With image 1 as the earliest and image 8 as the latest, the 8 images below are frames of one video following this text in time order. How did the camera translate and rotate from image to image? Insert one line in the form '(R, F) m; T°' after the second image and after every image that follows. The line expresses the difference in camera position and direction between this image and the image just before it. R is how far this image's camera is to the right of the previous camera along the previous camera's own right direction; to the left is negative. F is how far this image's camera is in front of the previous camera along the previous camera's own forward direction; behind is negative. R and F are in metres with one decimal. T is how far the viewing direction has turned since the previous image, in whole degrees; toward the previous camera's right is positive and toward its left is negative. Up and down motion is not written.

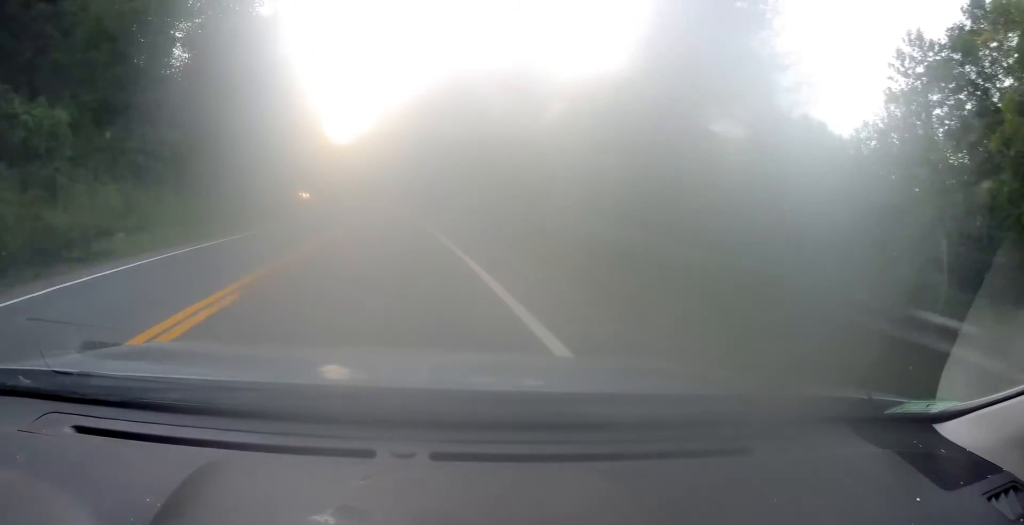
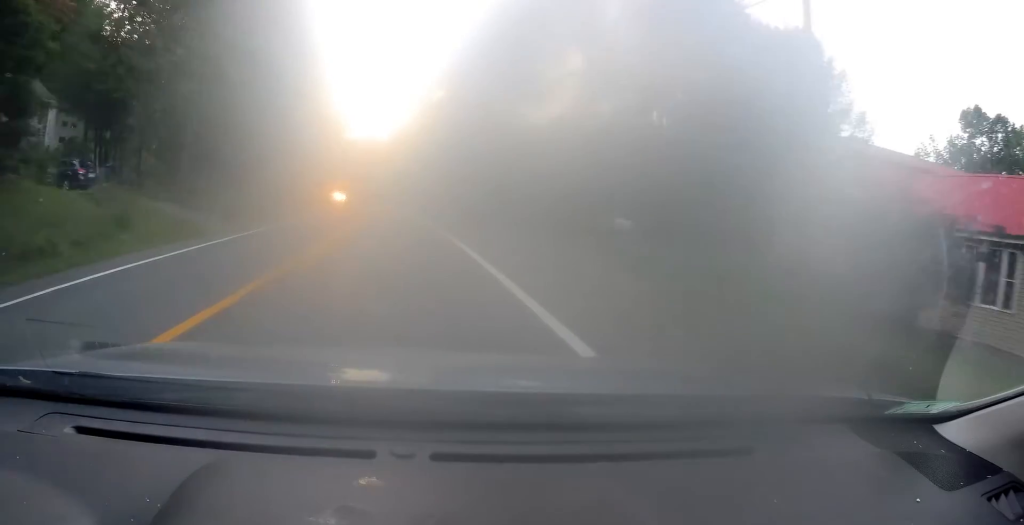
(-0.9, +30.5) m; -4°
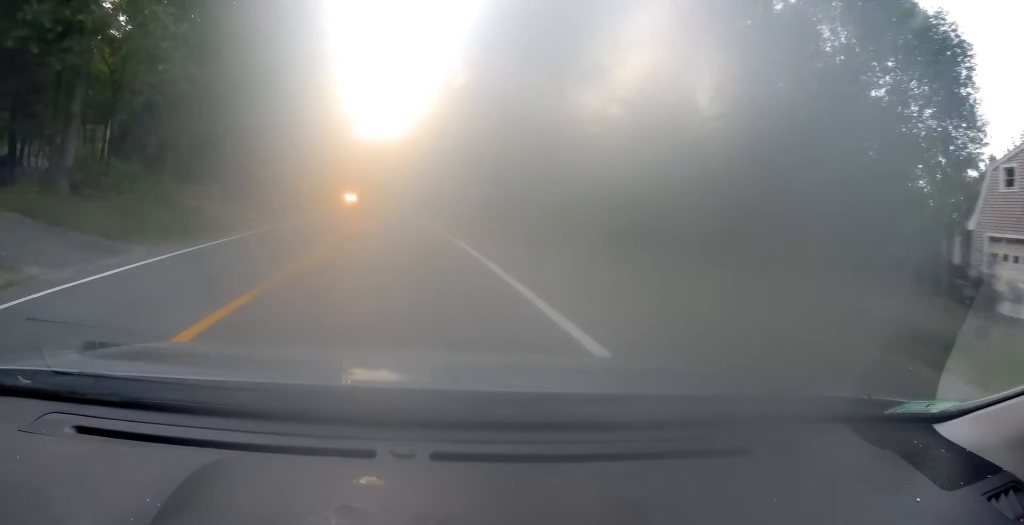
(-0.4, +11.3) m; -1°
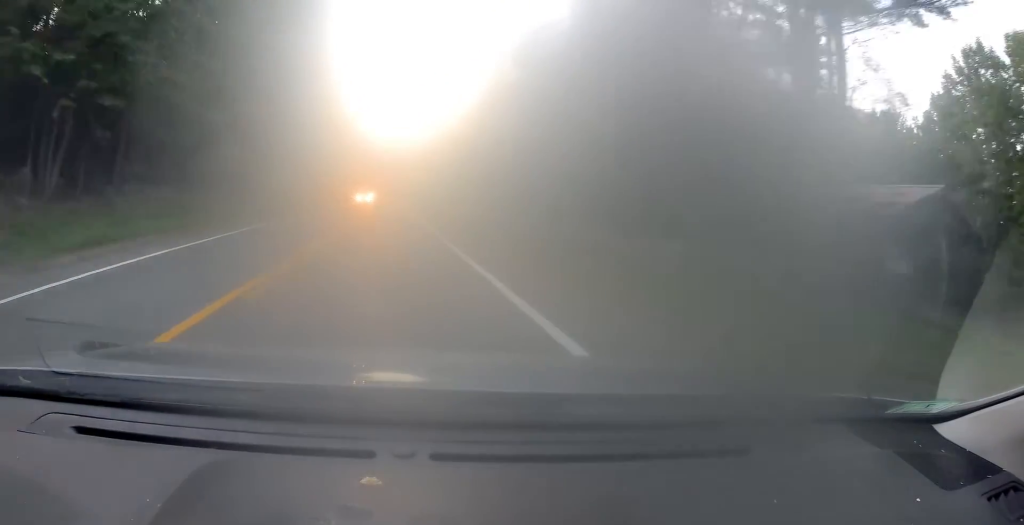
(-0.8, +29.2) m; -2°
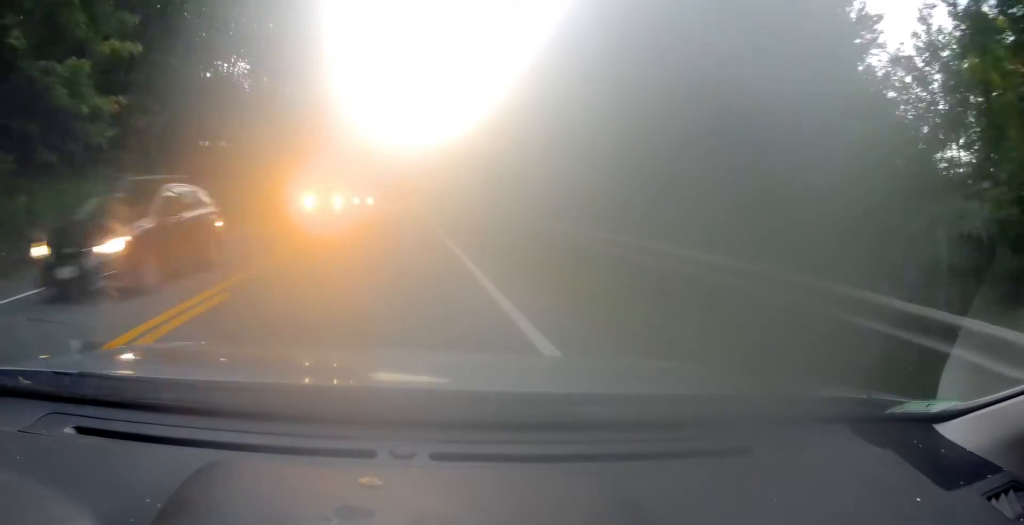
(-0.6, +38.1) m; -2°
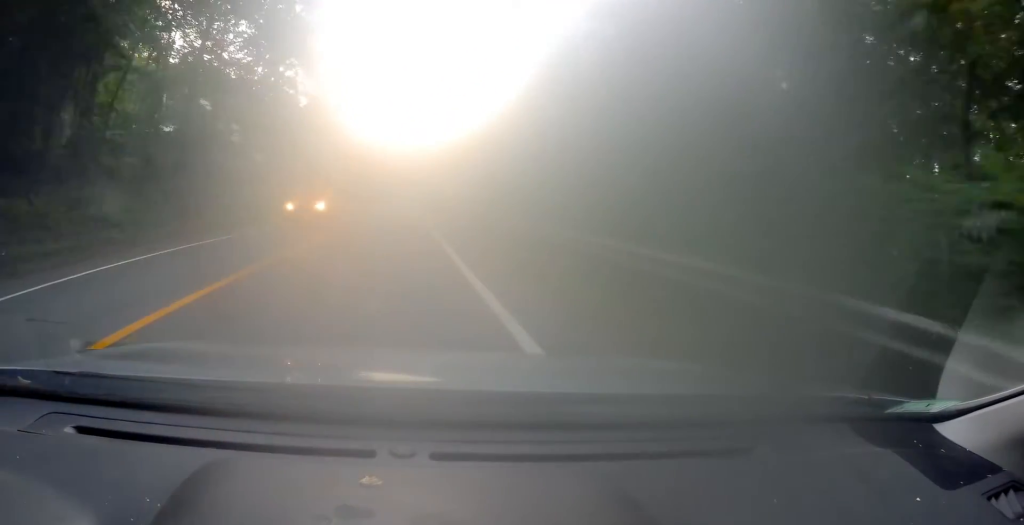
(-0.3, +18.7) m; -1°
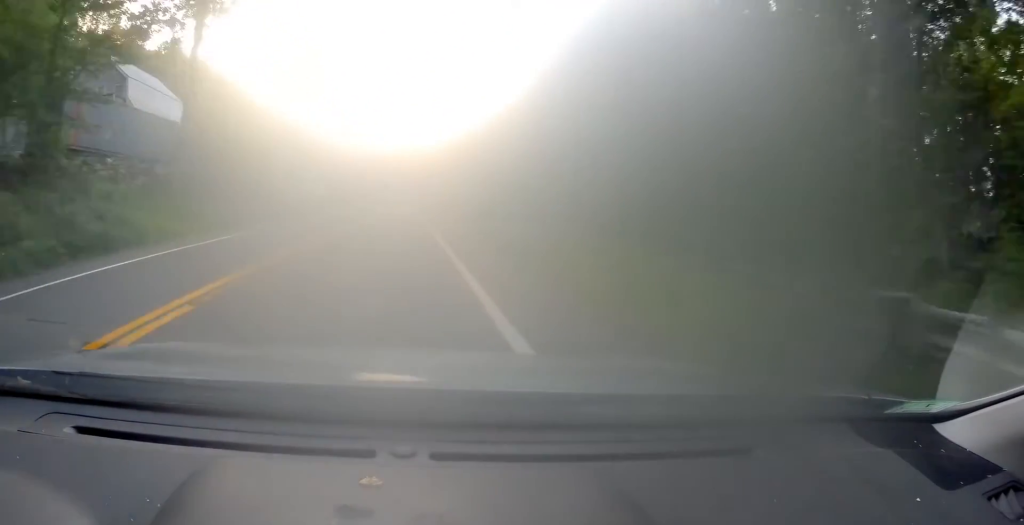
(0.0, +18.7) m; -1°
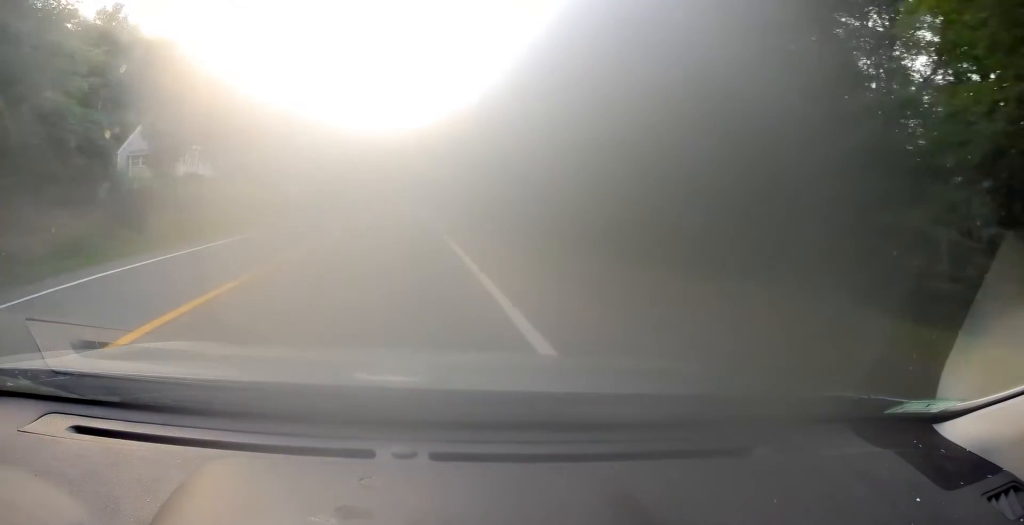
(-0.4, +28.5) m; -2°
